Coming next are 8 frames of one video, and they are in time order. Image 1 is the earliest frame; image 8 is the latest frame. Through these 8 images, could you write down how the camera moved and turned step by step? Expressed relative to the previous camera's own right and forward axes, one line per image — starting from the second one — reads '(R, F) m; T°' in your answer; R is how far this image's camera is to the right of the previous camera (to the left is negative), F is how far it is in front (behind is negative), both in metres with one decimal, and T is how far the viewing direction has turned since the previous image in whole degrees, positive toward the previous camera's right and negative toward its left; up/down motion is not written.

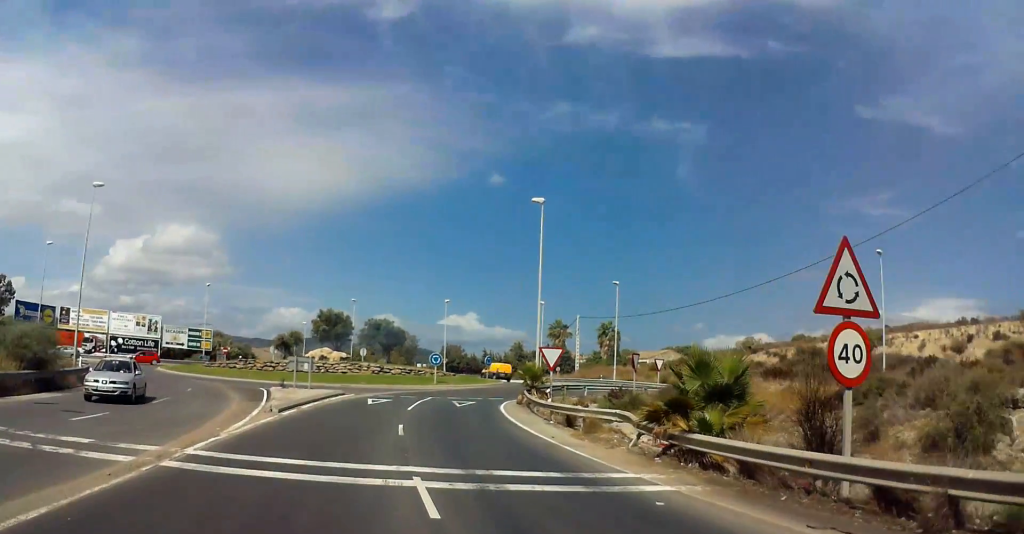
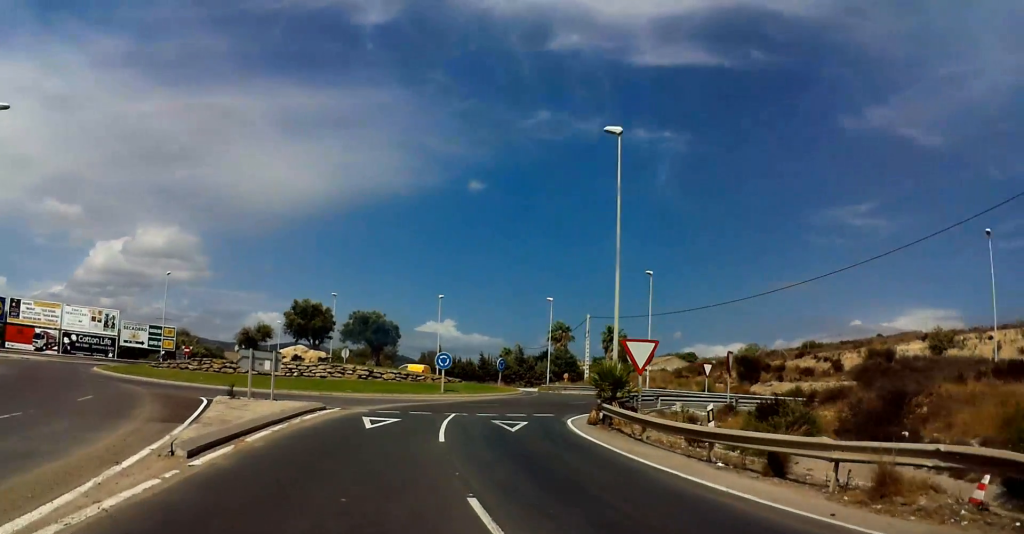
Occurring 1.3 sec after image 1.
(0.0, +11.1) m; +3°
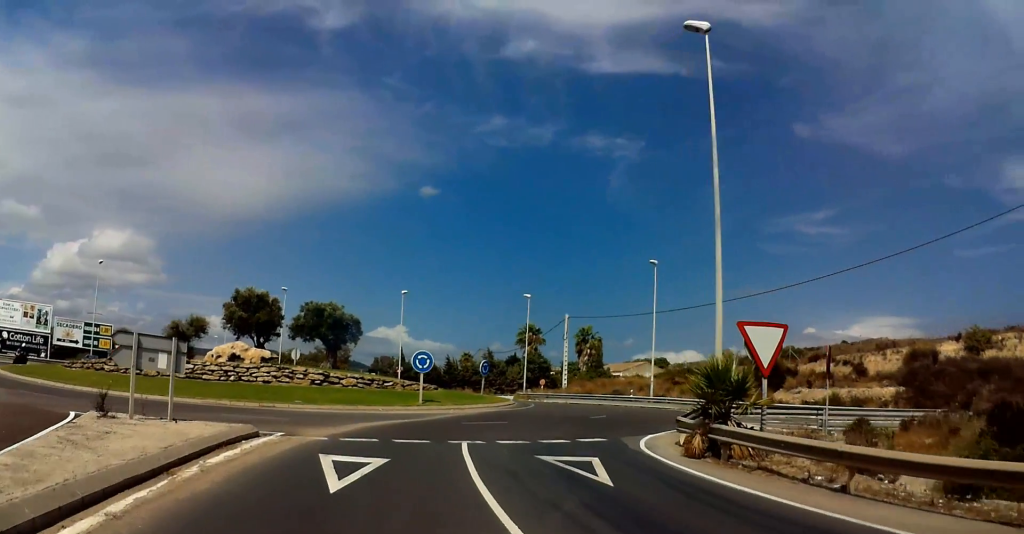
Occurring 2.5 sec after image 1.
(+0.5, +8.5) m; +2°
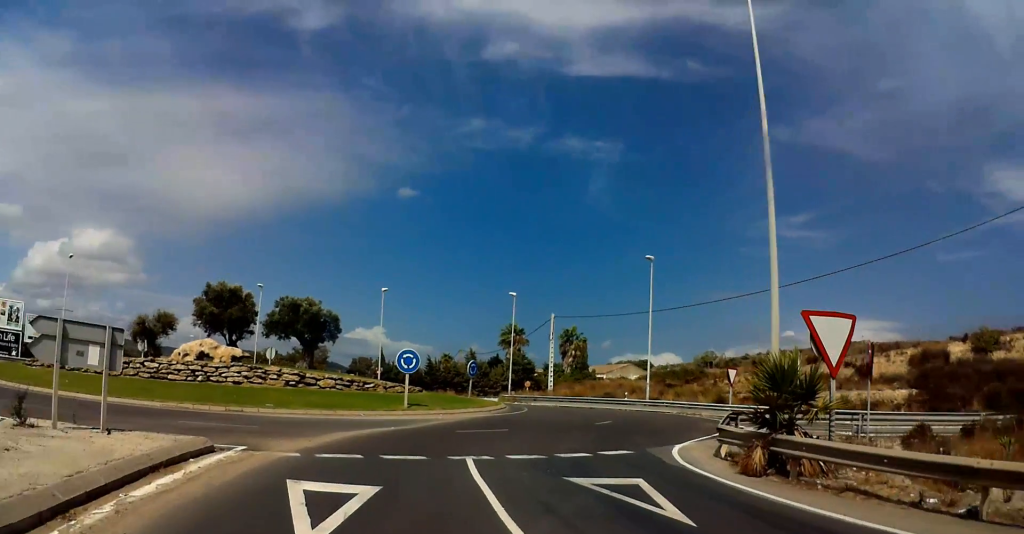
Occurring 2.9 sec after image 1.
(0.0, +2.5) m; -1°
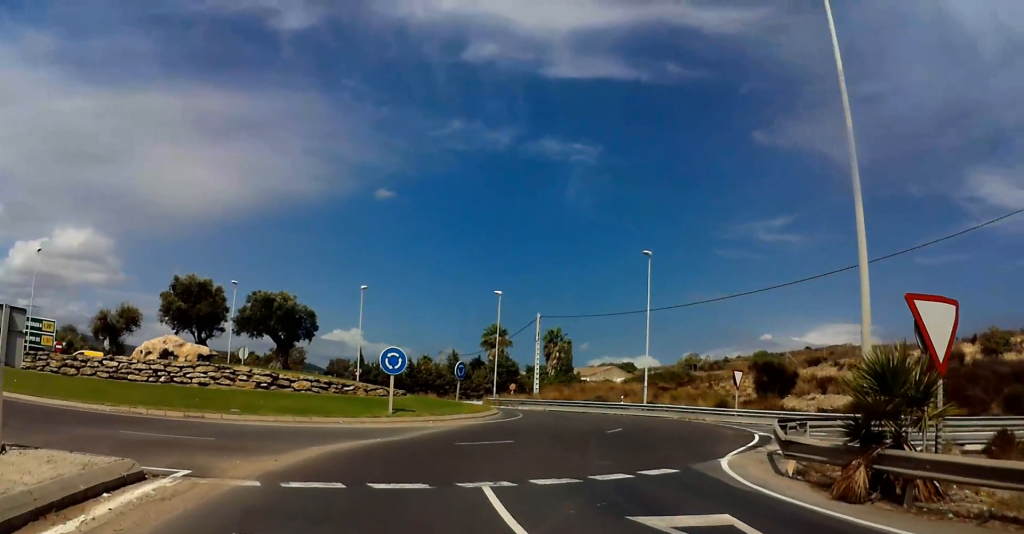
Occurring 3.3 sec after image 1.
(-0.1, +2.5) m; -3°
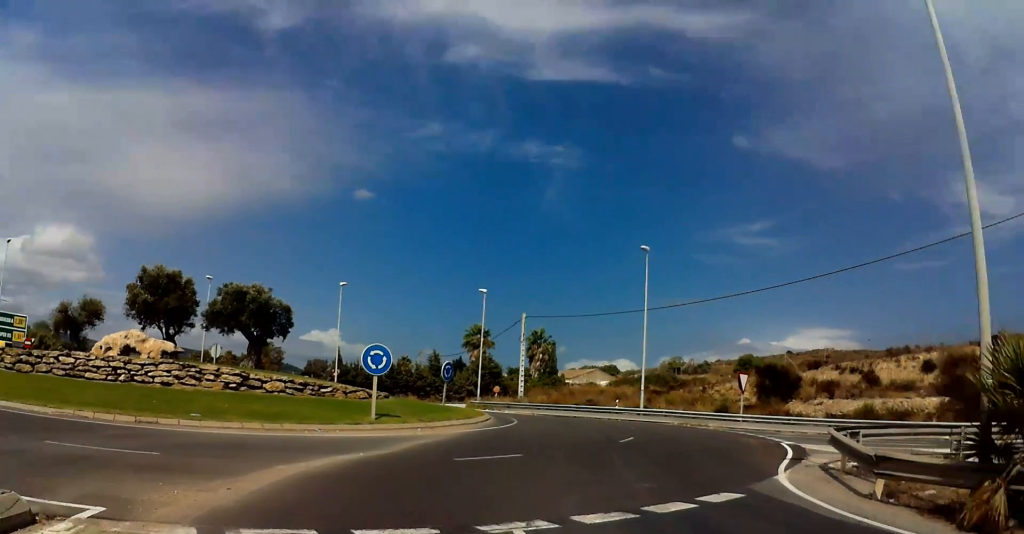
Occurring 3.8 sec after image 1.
(-0.1, +2.6) m; -2°
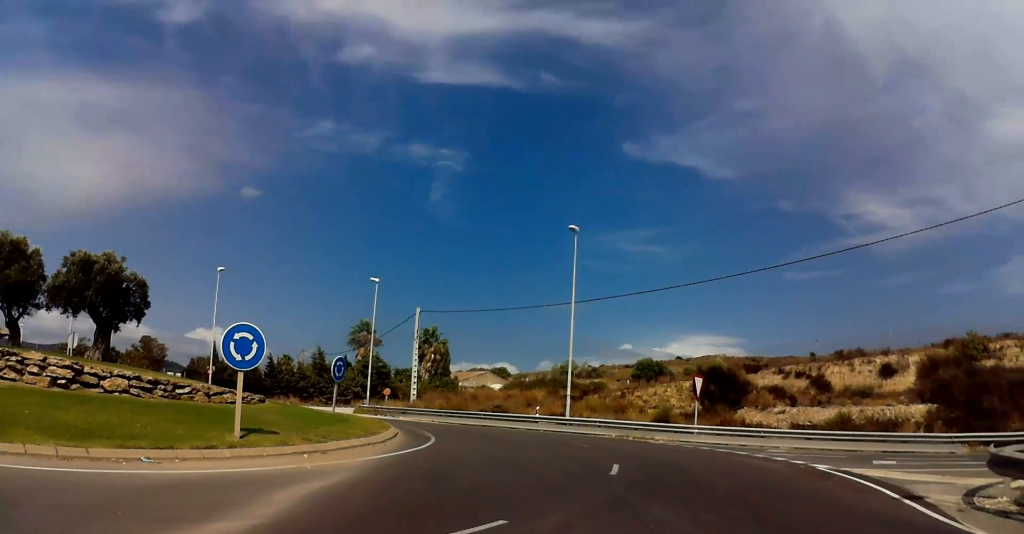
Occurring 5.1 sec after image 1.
(-0.1, +6.2) m; -1°
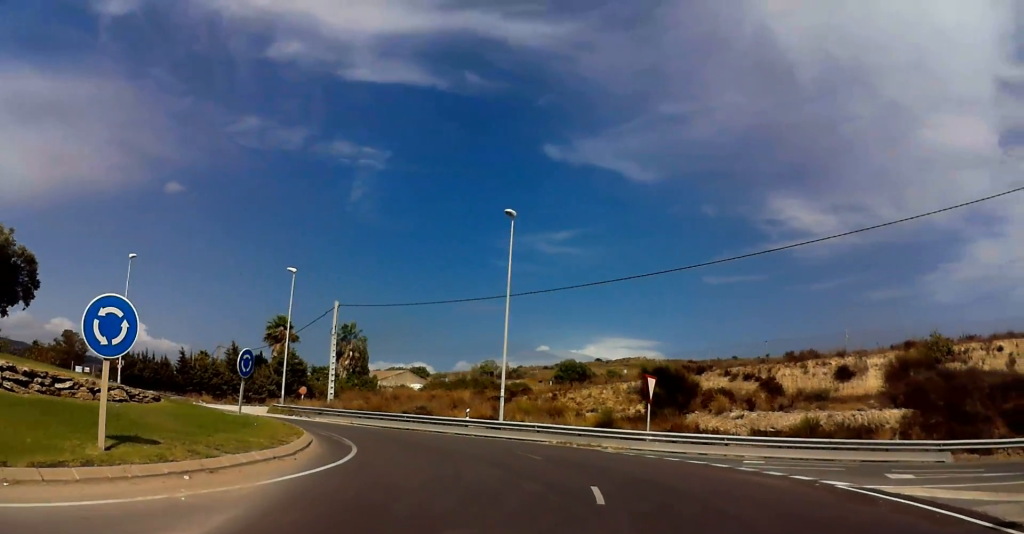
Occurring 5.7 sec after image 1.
(0.0, +2.7) m; +1°
